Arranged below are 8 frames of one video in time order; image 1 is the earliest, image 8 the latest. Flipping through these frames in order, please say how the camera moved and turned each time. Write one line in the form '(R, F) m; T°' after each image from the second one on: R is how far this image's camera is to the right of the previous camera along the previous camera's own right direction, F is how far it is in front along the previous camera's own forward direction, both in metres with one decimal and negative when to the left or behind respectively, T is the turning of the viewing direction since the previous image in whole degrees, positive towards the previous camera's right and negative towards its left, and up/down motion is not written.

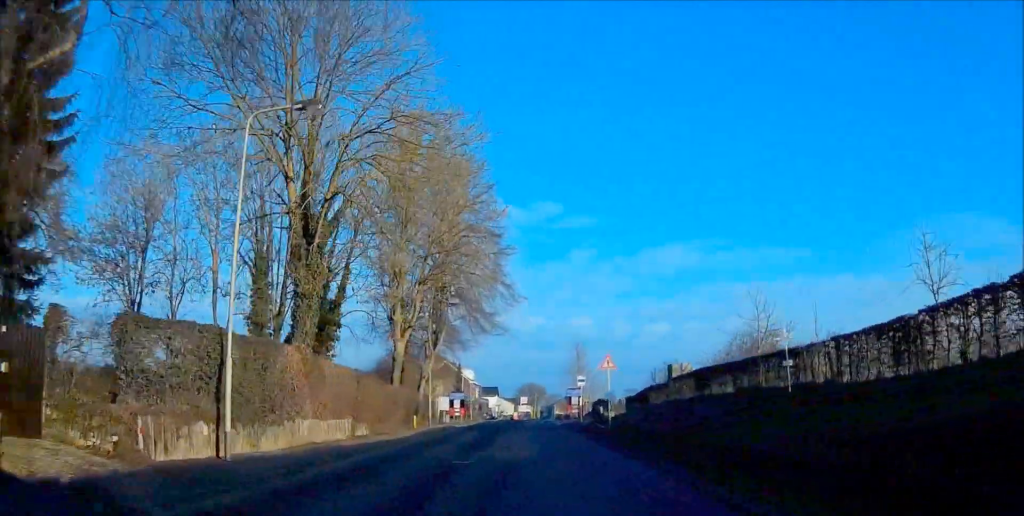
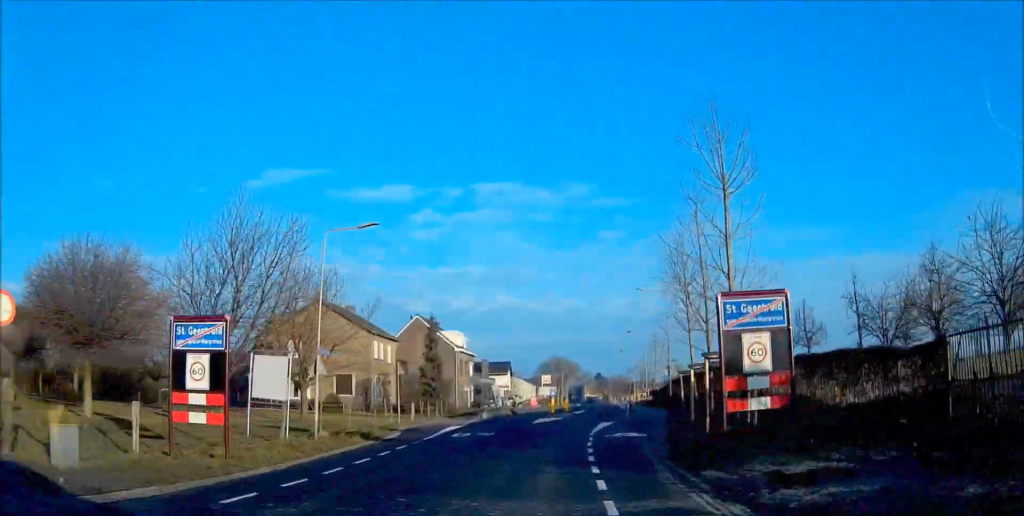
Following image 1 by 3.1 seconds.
(-0.2, +52.1) m; +2°
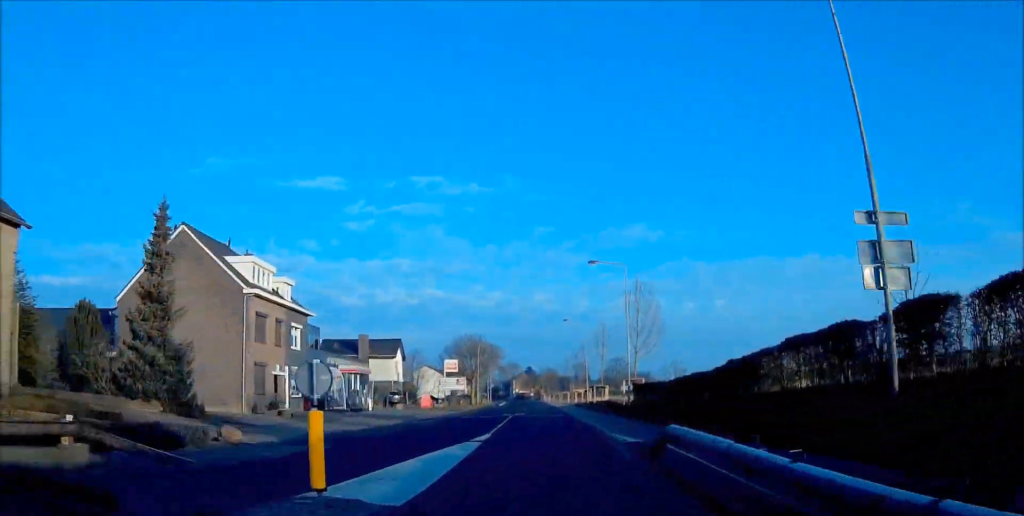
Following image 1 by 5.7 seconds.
(+1.0, +42.5) m; +1°
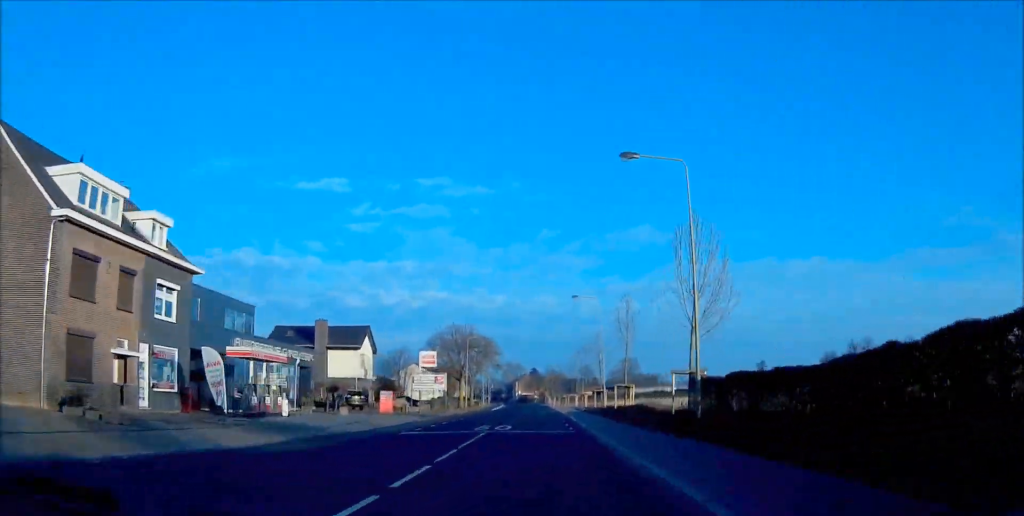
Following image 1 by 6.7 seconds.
(-0.2, +18.0) m; -1°
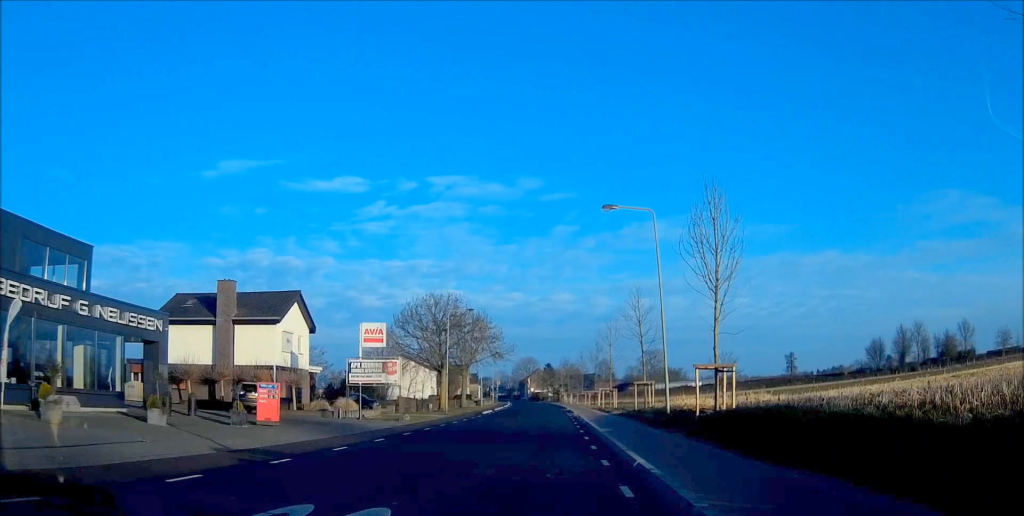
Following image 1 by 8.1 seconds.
(-0.3, +23.8) m; -1°
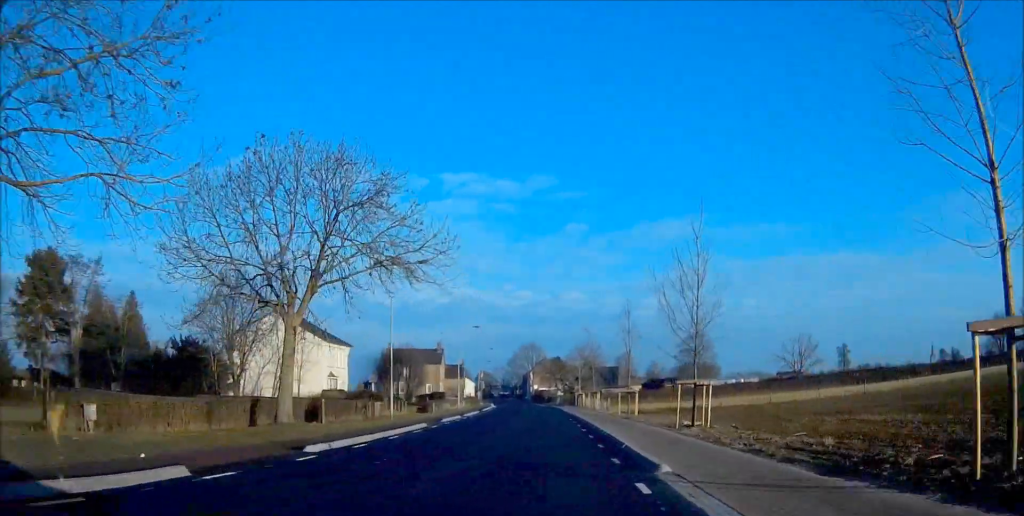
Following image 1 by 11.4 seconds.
(-0.4, +55.5) m; 0°
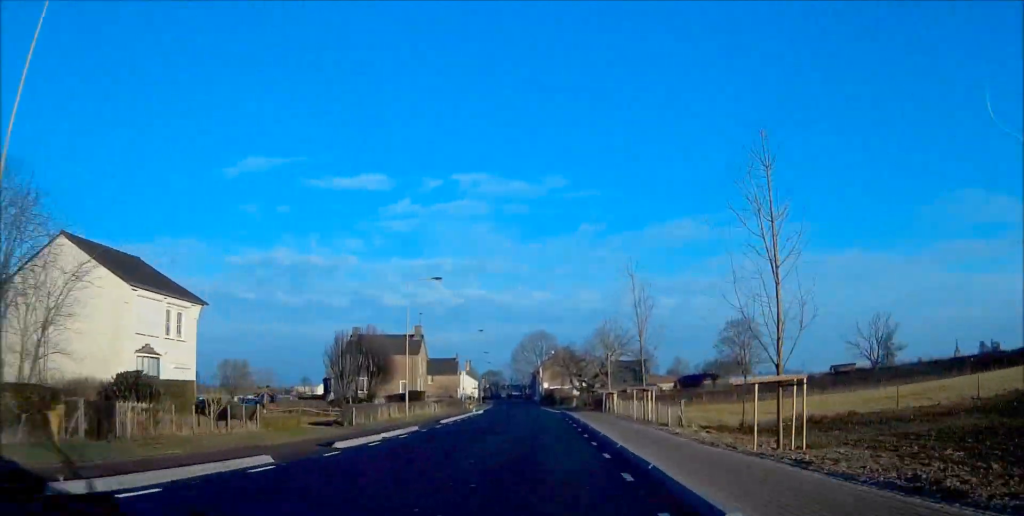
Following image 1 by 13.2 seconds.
(+0.1, +30.4) m; 0°
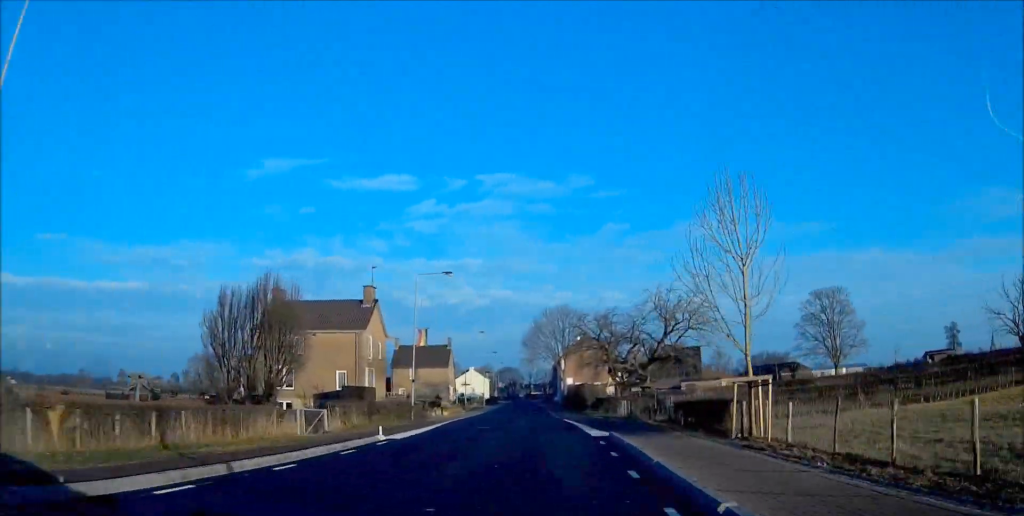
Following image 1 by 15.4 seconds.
(-0.4, +35.8) m; -2°
